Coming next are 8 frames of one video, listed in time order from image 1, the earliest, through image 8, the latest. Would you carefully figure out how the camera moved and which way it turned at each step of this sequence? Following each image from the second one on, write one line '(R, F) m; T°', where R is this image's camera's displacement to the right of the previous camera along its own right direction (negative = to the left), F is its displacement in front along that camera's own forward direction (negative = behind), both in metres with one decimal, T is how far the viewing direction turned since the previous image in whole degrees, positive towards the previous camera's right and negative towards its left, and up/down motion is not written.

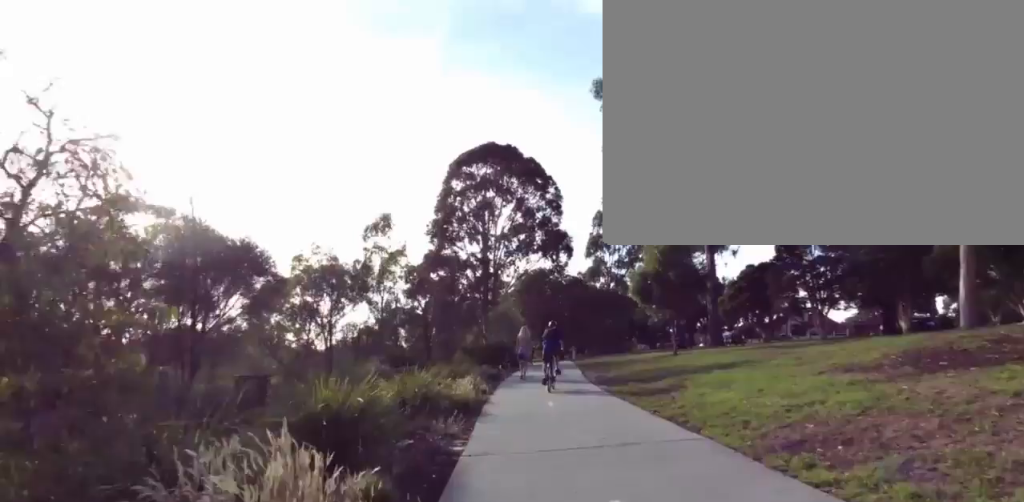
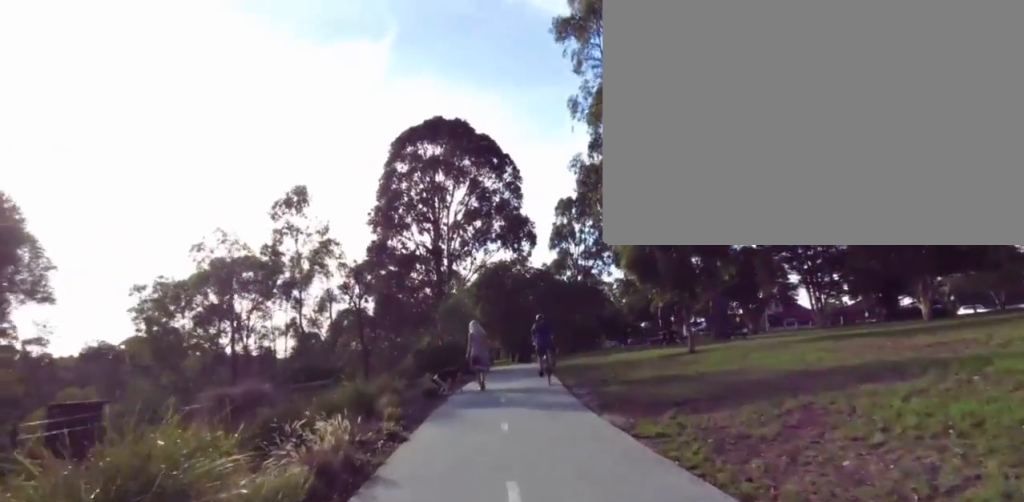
(+0.8, +7.2) m; +5°
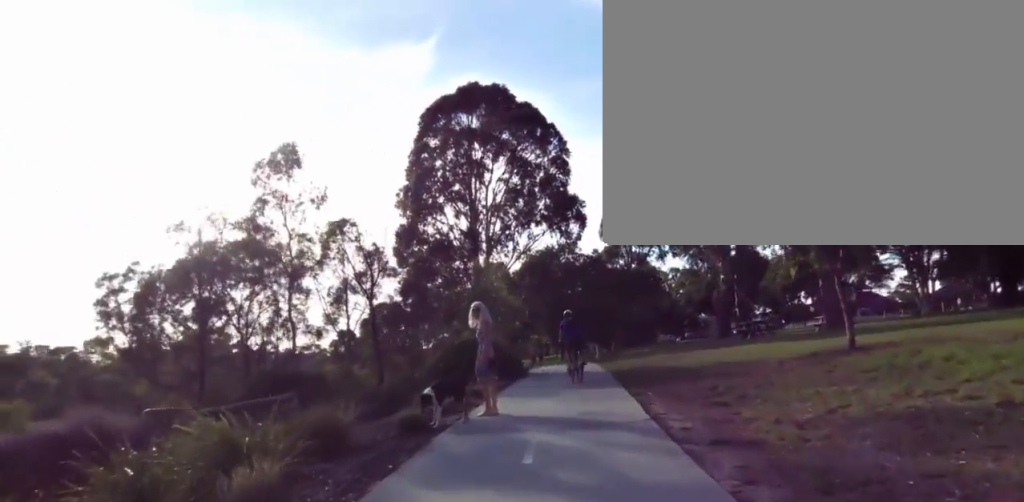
(-0.4, +7.5) m; +4°
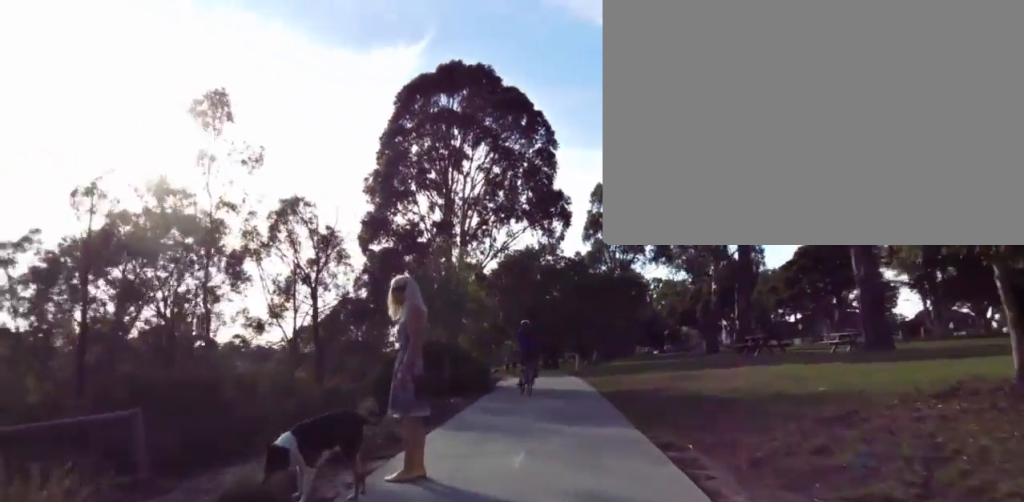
(+0.7, +4.8) m; +6°
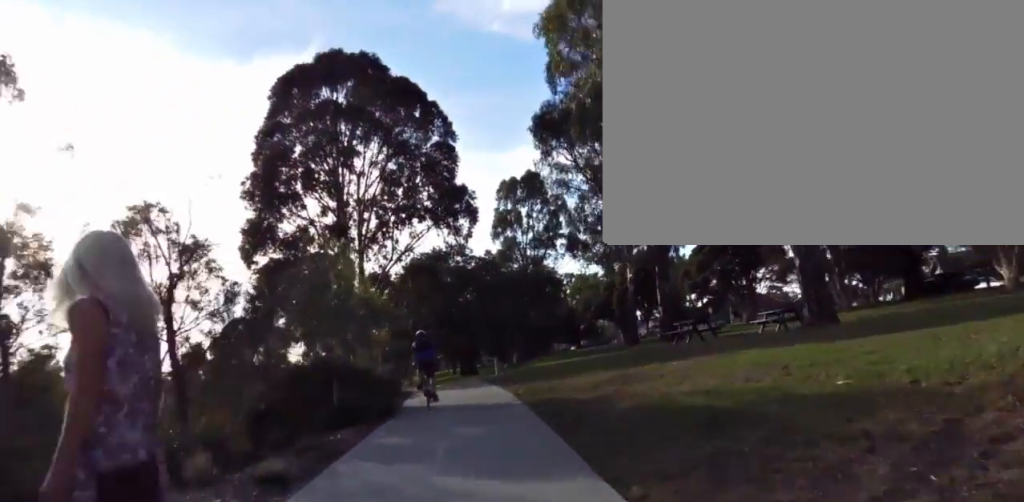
(+0.1, +2.8) m; +1°
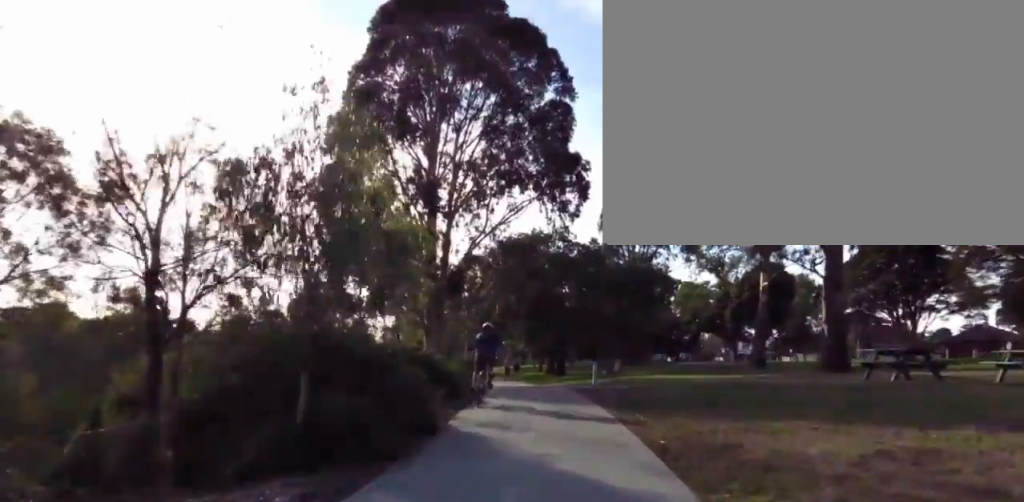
(-0.1, +5.5) m; -7°
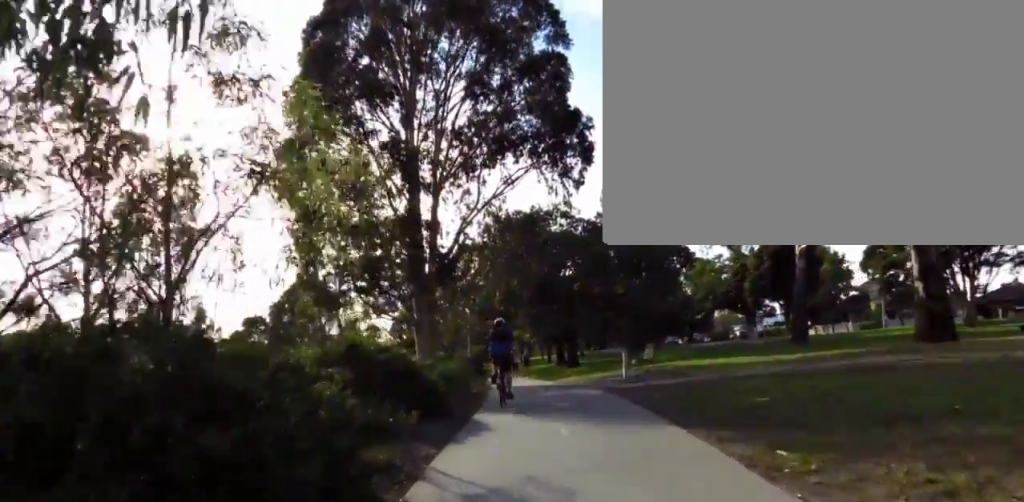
(-0.3, +4.2) m; -7°
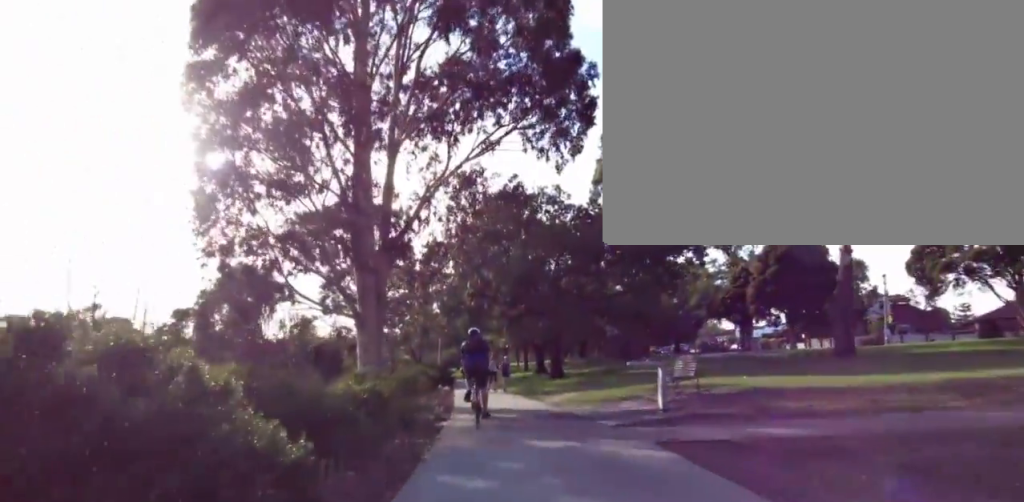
(-0.4, +6.7) m; +2°
